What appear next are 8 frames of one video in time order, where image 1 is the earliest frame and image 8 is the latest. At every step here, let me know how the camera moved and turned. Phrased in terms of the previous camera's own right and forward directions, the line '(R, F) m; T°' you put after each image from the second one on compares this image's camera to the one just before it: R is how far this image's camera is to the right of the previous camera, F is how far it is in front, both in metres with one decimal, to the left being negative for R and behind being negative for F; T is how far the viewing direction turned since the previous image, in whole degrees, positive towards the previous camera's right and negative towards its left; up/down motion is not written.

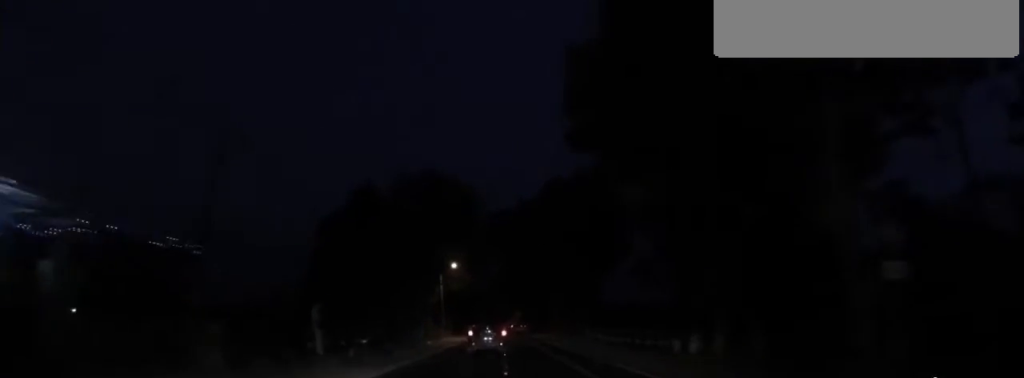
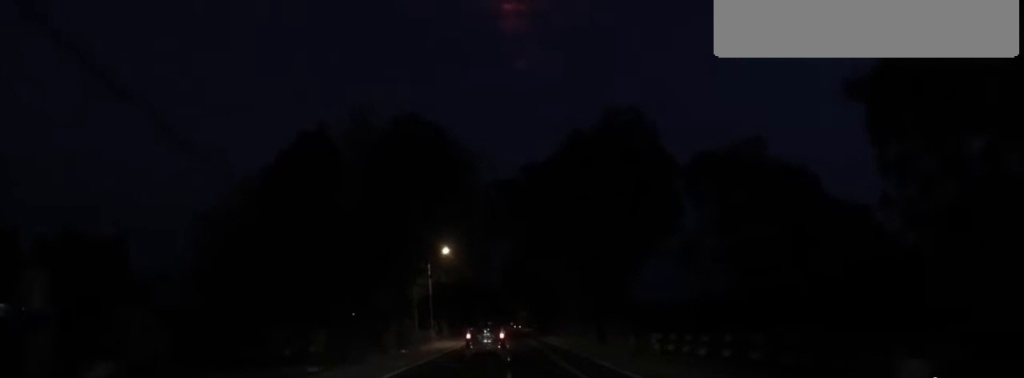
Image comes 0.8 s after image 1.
(-0.4, +9.9) m; -3°
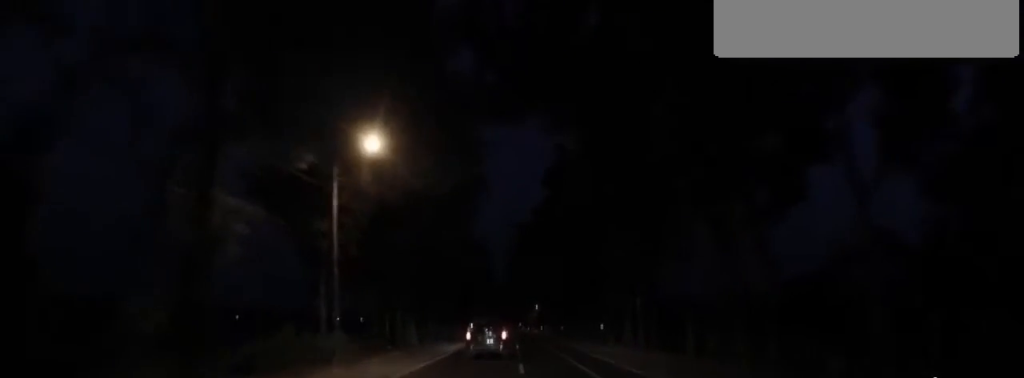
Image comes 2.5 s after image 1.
(-0.1, +22.4) m; +2°
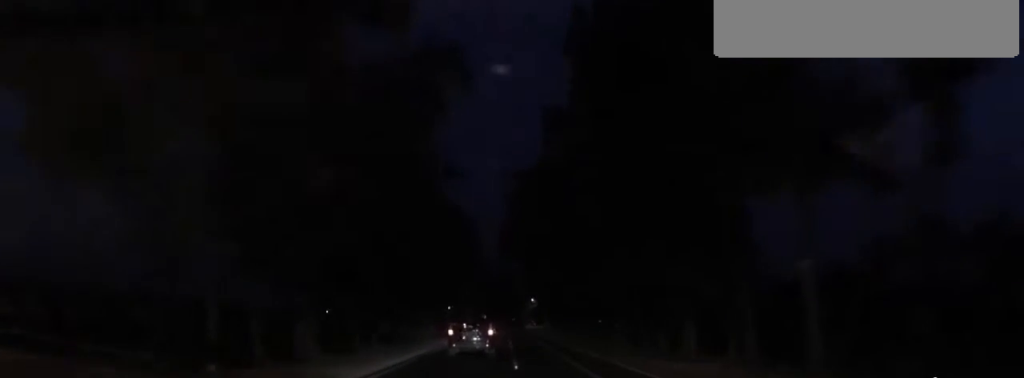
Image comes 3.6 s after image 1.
(+0.4, +15.7) m; +1°
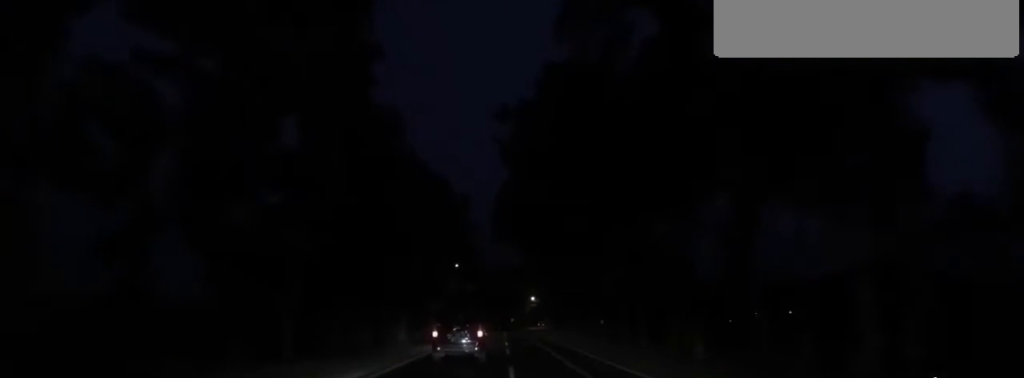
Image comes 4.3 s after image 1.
(-0.1, +10.4) m; -1°
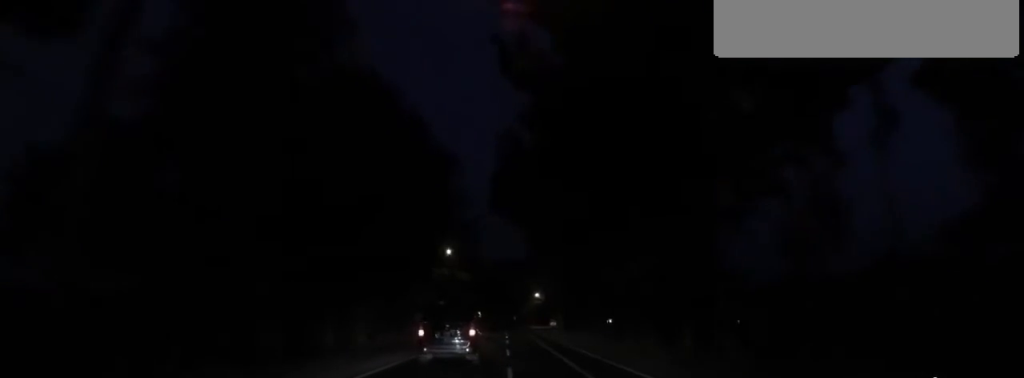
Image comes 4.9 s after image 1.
(0.0, +9.1) m; 0°
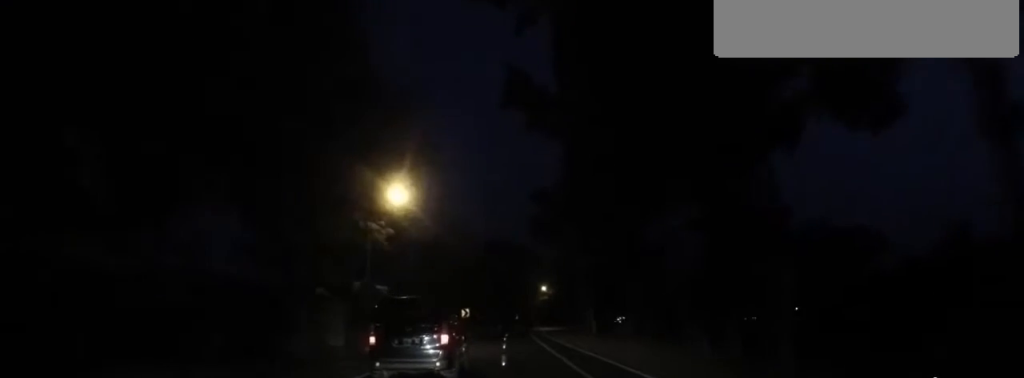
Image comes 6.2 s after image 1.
(0.0, +20.6) m; 0°
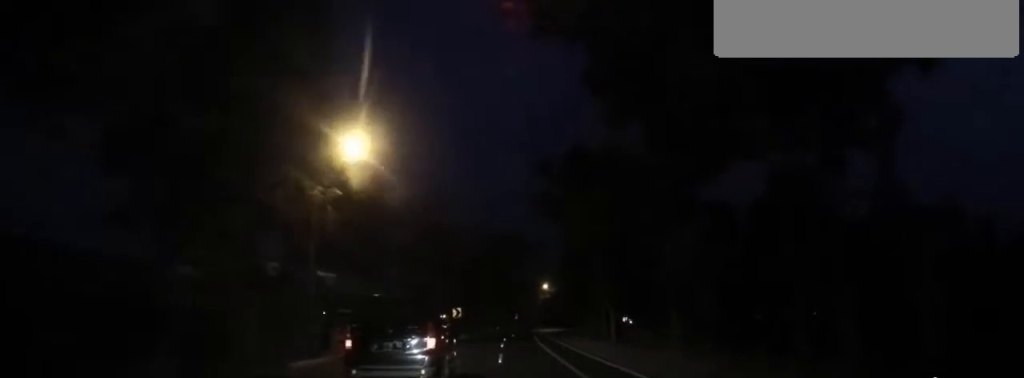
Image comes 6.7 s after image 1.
(0.0, +6.8) m; +2°
